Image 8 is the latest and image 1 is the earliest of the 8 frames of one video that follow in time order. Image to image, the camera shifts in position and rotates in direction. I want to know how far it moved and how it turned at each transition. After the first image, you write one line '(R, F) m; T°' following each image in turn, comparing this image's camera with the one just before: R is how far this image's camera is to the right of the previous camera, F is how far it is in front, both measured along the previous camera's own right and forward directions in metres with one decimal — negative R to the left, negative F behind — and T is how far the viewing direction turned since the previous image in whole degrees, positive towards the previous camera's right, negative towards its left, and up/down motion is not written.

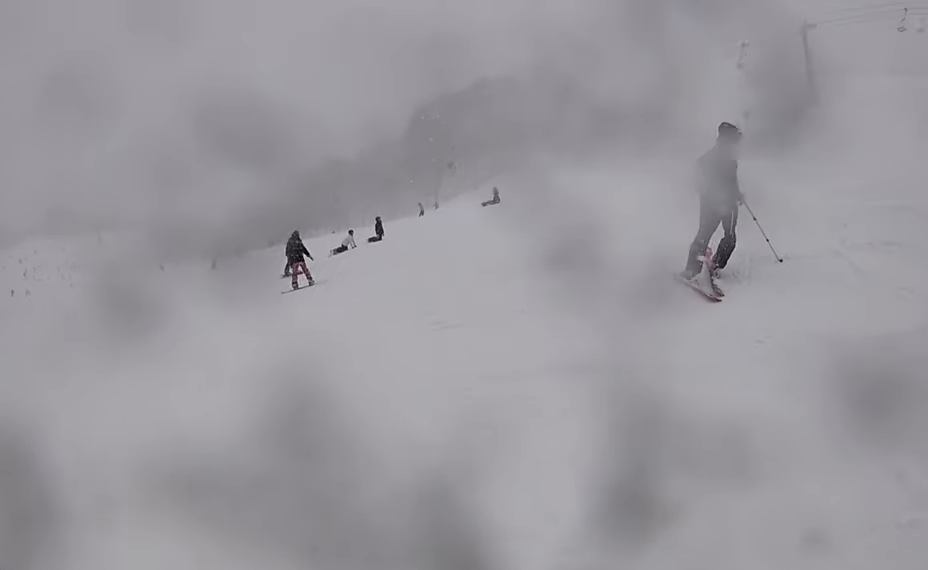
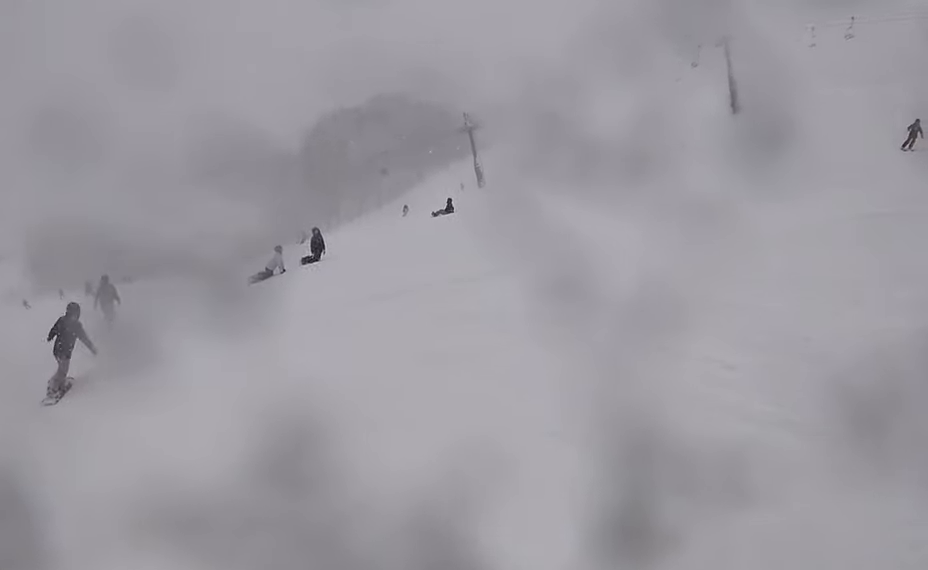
(+0.5, +6.1) m; +11°
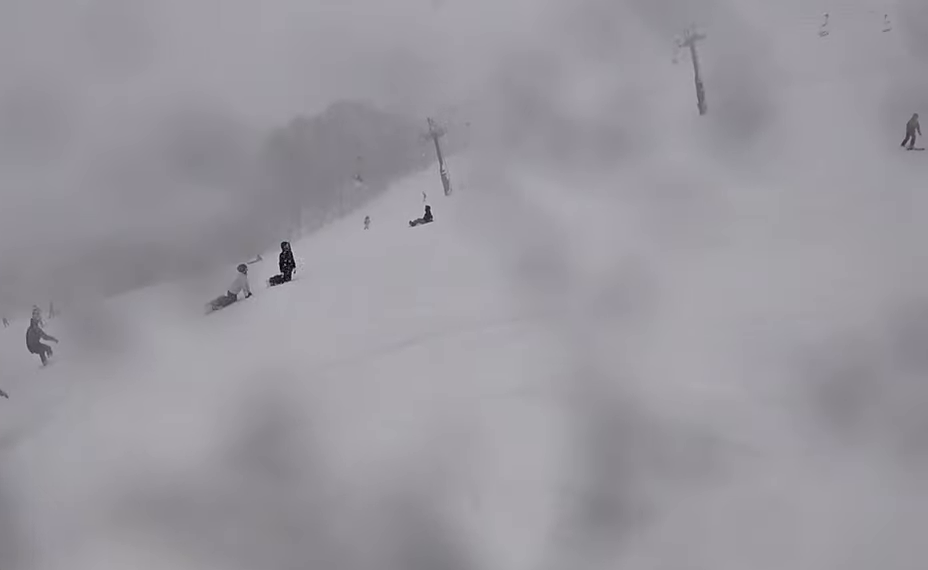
(-0.2, +2.2) m; +7°
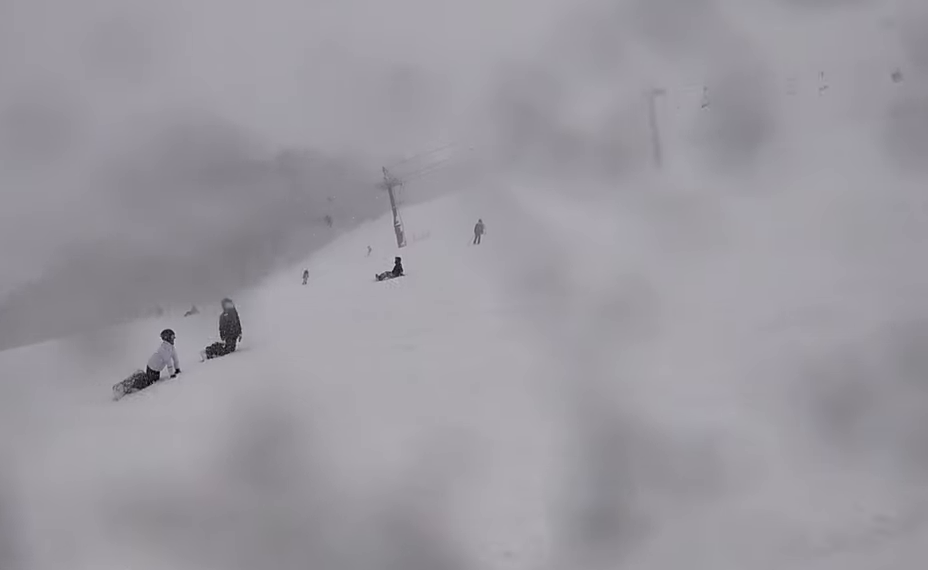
(+0.7, +3.0) m; +14°
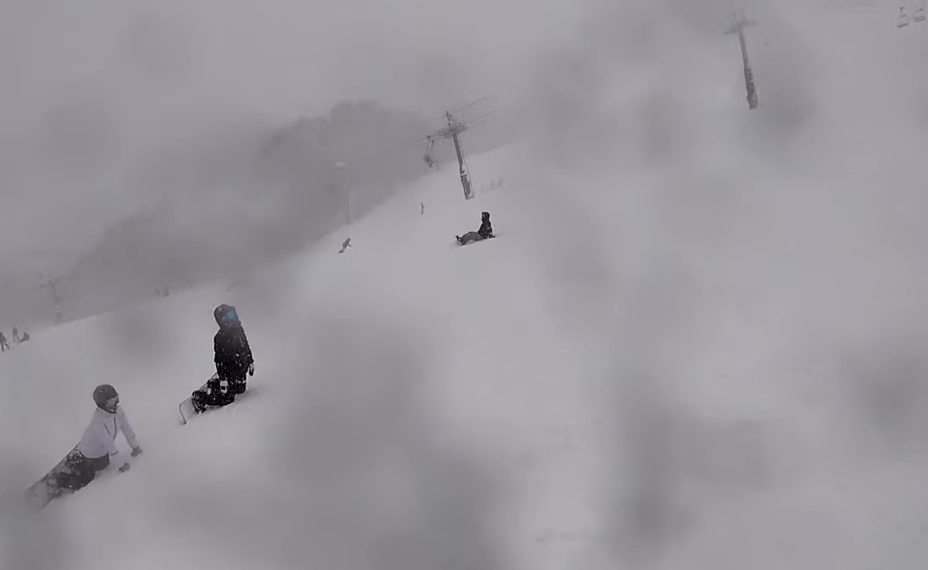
(+0.6, +4.8) m; +1°
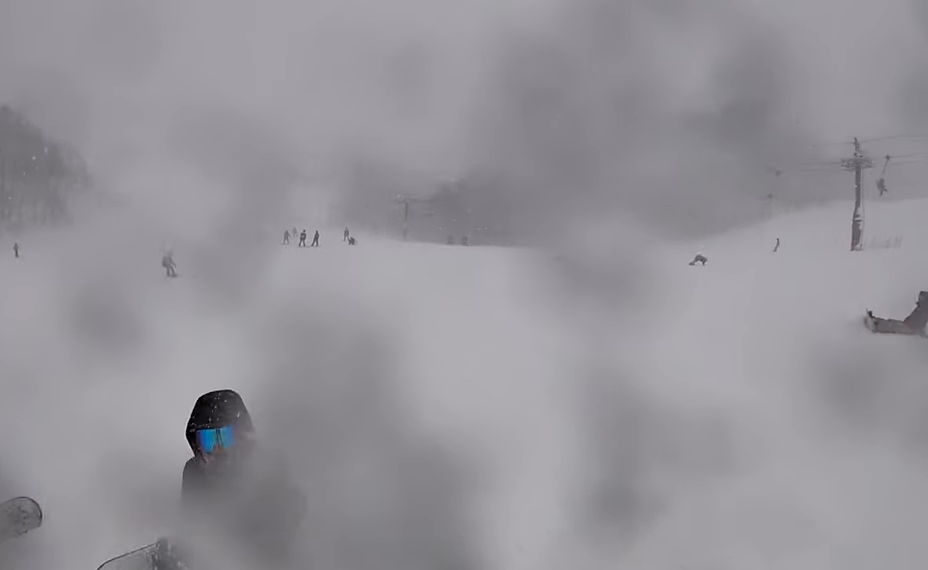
(-0.8, +5.5) m; -21°
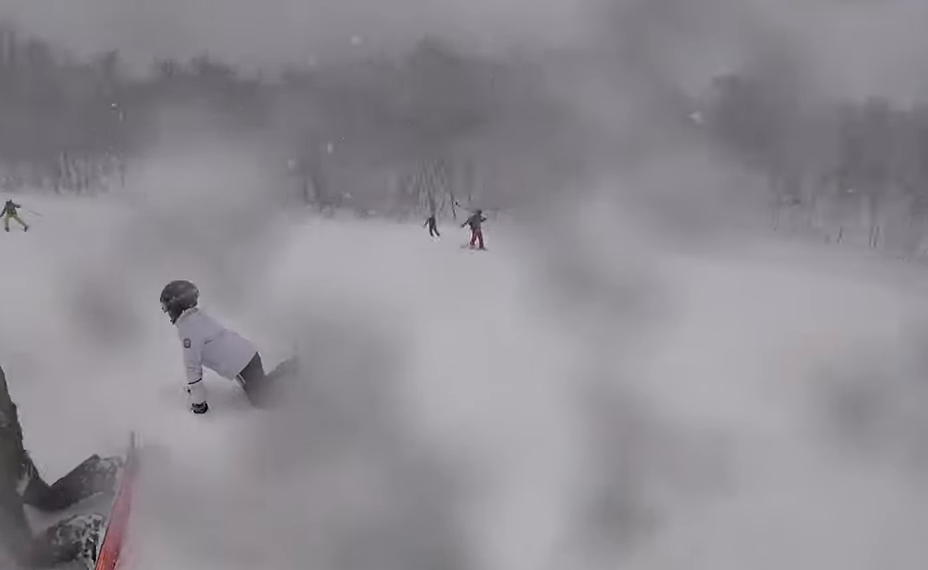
(-1.1, +4.1) m; -42°
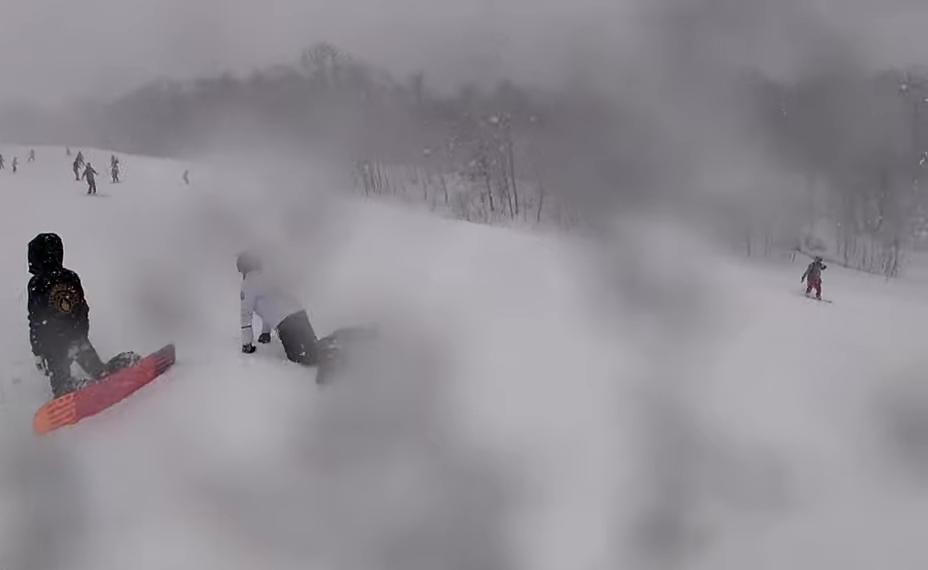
(-0.2, +1.9) m; -19°
